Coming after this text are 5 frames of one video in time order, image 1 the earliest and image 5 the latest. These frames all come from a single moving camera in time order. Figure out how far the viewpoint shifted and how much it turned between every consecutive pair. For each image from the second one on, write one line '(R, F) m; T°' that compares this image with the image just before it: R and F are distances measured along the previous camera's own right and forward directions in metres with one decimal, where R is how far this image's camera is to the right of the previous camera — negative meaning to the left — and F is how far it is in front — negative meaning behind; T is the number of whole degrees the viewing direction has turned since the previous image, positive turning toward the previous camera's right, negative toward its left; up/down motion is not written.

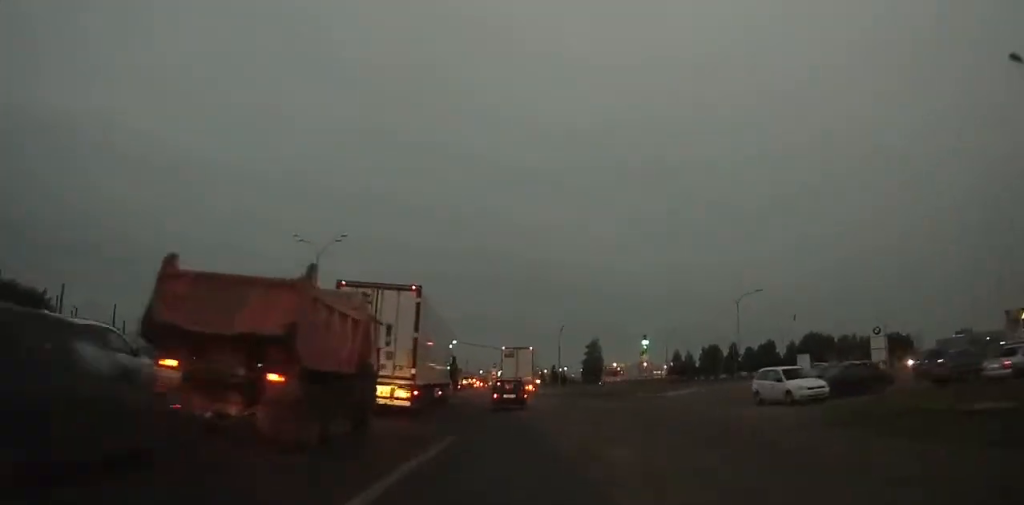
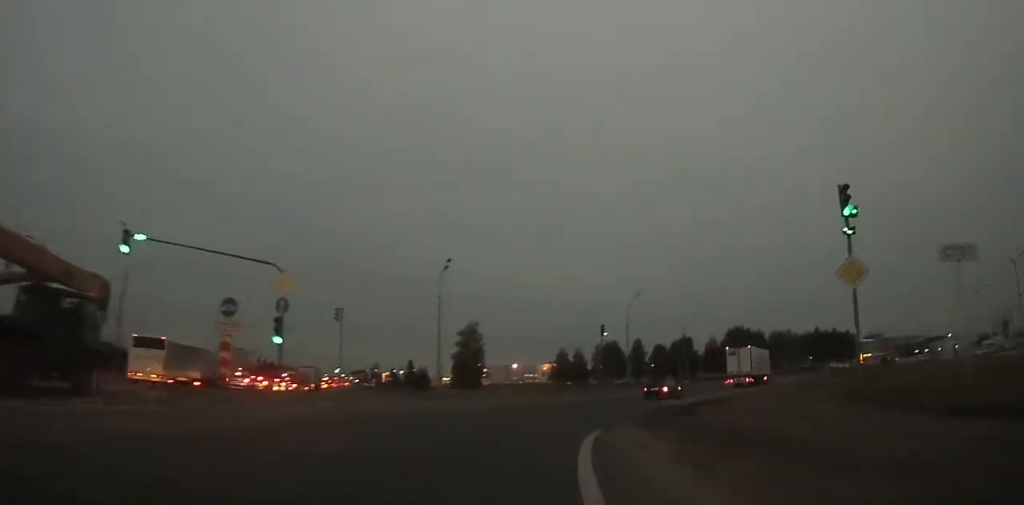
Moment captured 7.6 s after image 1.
(+3.5, +65.6) m; +17°
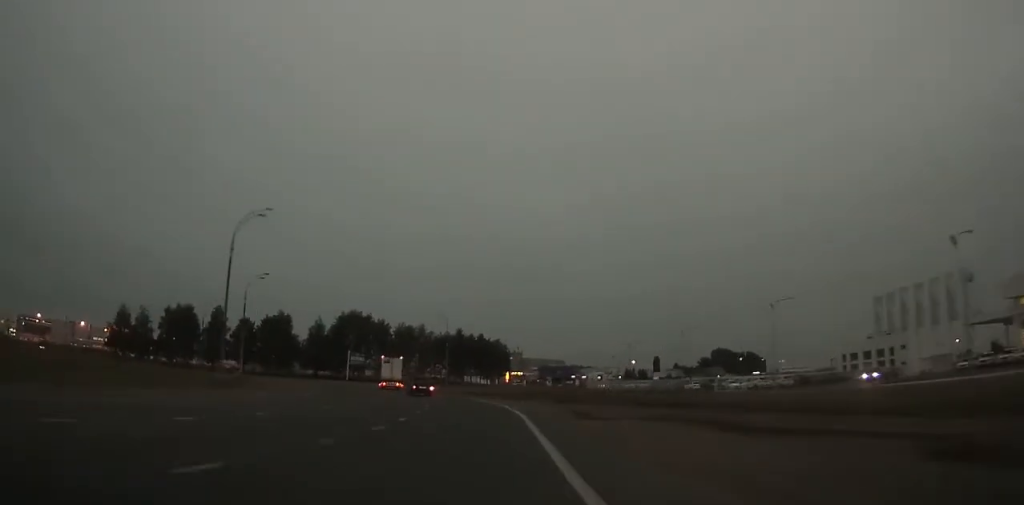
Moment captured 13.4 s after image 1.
(+19.9, +54.1) m; +31°
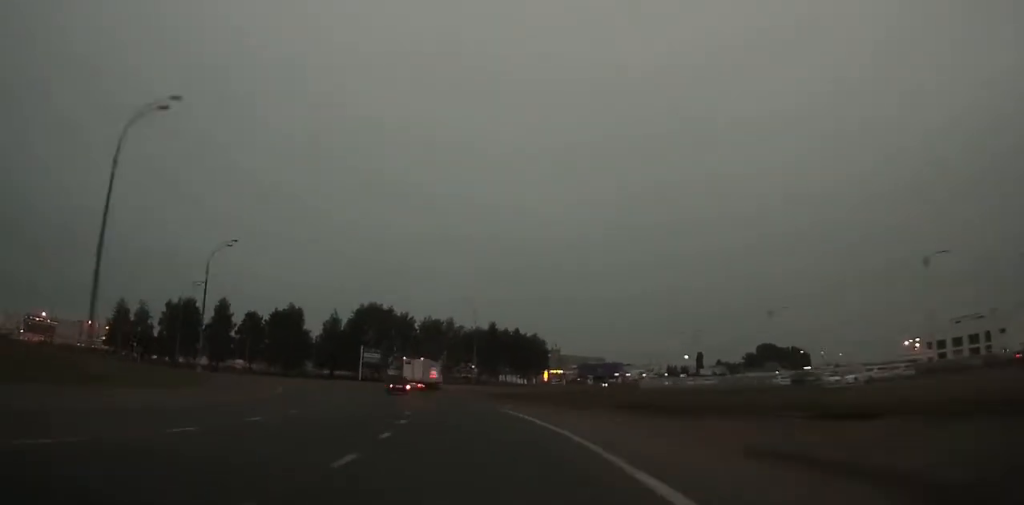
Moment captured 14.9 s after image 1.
(+0.1, +17.2) m; -2°
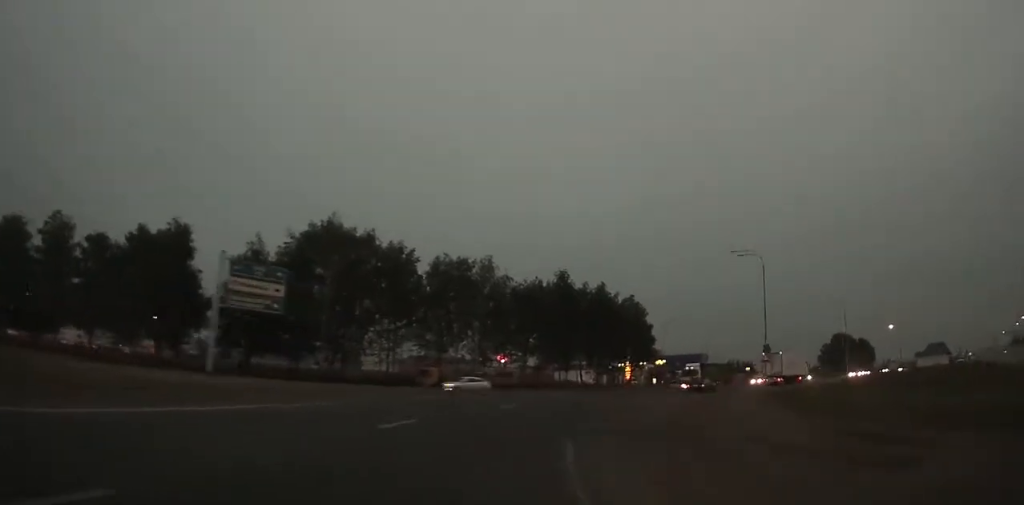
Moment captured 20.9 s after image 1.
(-3.0, +73.4) m; +6°
